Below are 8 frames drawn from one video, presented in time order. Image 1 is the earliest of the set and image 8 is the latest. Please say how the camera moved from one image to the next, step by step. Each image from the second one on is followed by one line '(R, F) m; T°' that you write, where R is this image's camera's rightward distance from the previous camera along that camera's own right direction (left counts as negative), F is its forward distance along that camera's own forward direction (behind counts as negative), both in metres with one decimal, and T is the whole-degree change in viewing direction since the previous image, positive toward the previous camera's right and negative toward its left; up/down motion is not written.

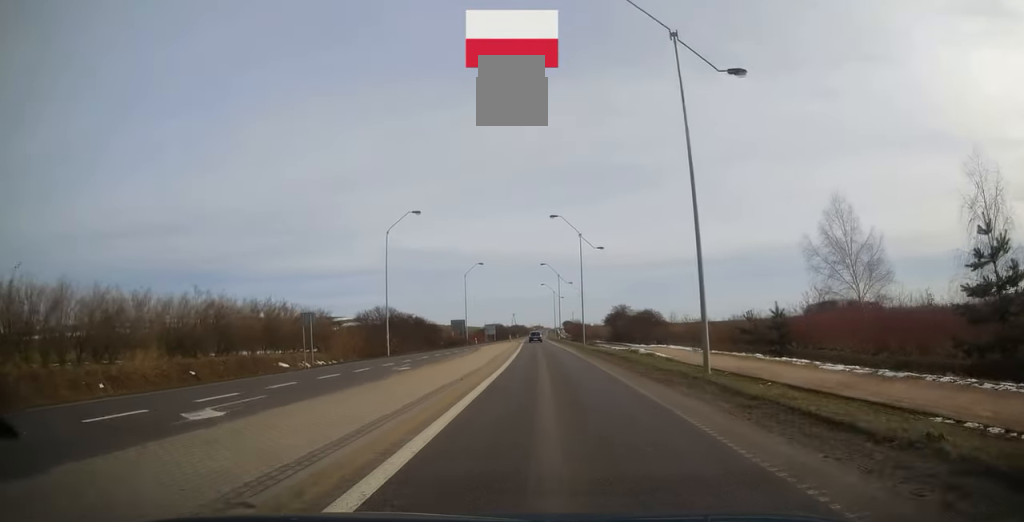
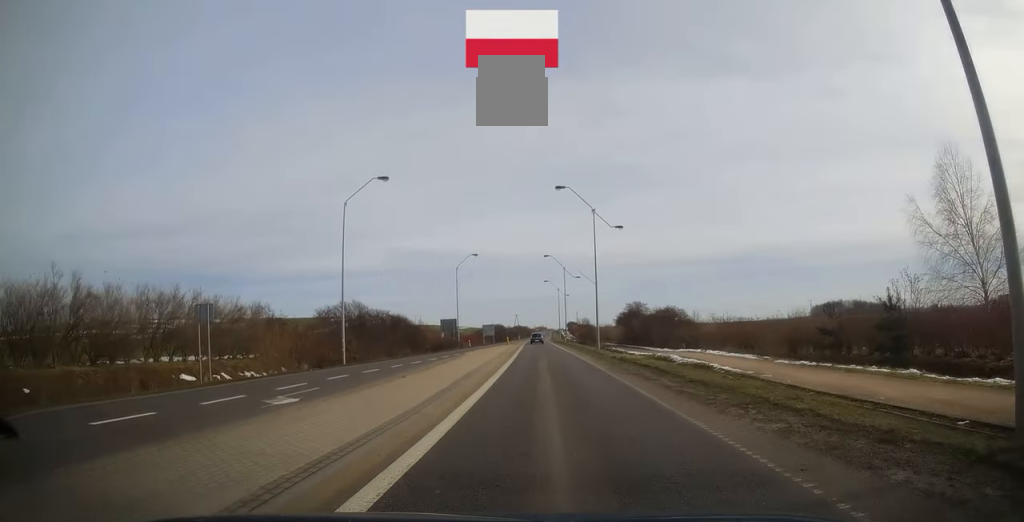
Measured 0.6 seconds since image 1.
(+0.1, +12.0) m; 0°
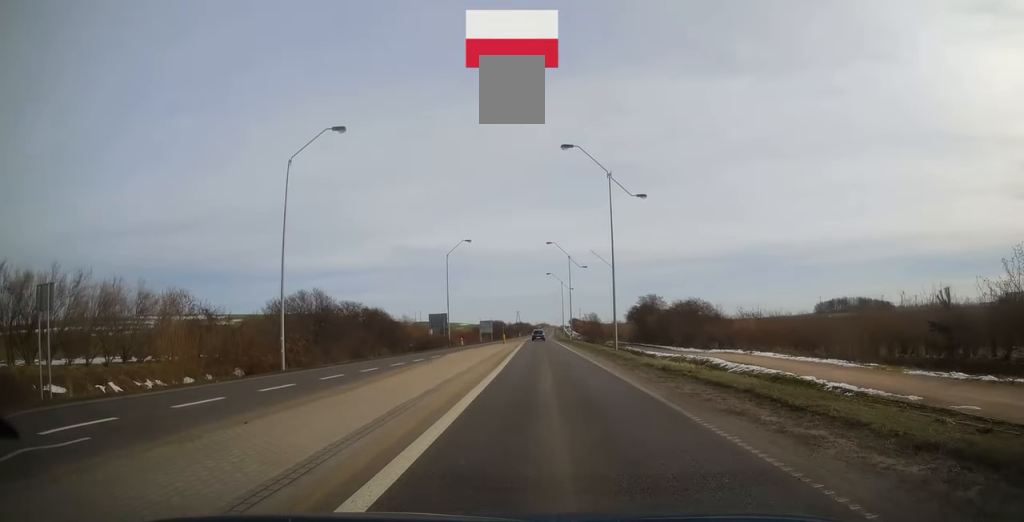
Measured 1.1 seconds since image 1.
(-0.2, +9.6) m; -1°
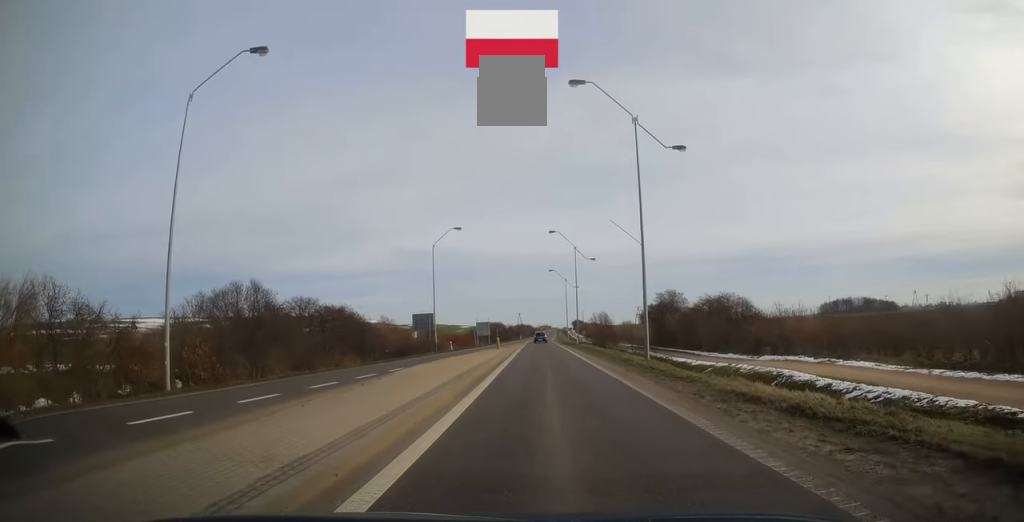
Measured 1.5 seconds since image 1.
(-0.1, +9.9) m; 0°
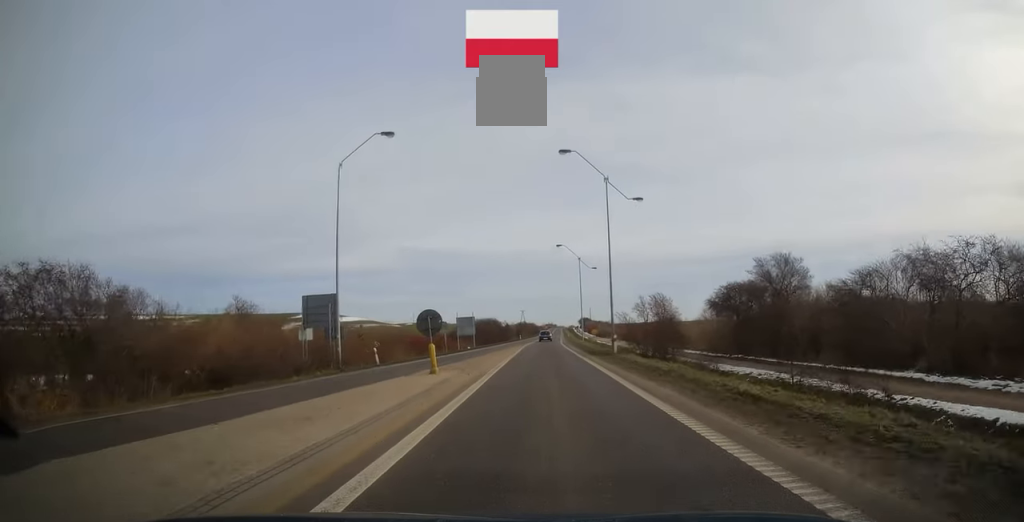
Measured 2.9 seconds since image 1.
(0.0, +29.1) m; 0°
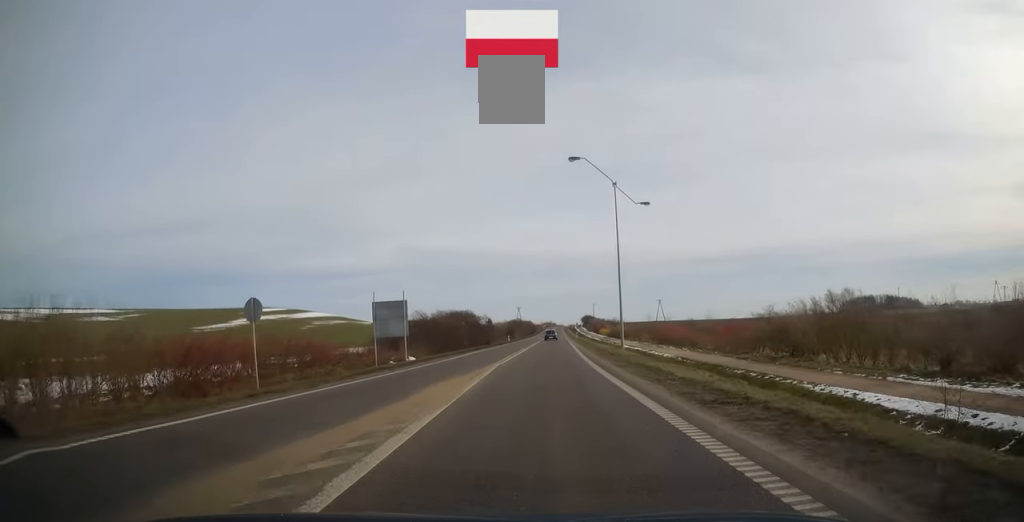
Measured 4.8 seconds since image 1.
(0.0, +38.3) m; 0°
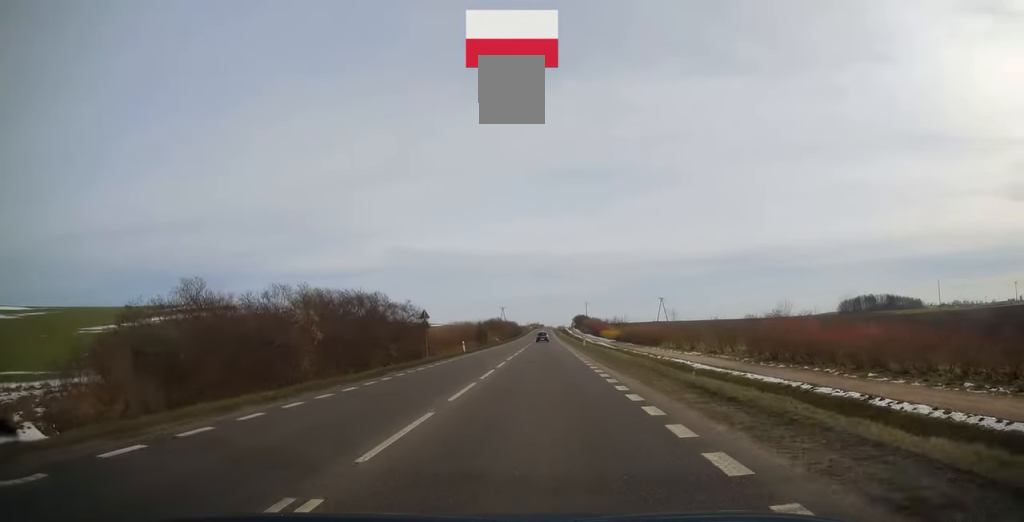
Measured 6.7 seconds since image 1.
(0.0, +40.3) m; 0°
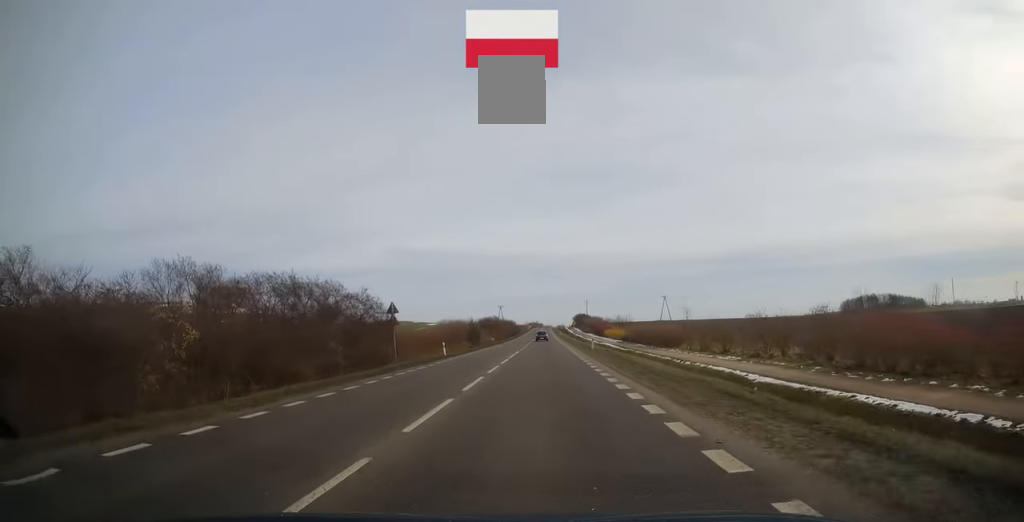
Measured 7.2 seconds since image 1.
(-0.1, +9.9) m; +1°
